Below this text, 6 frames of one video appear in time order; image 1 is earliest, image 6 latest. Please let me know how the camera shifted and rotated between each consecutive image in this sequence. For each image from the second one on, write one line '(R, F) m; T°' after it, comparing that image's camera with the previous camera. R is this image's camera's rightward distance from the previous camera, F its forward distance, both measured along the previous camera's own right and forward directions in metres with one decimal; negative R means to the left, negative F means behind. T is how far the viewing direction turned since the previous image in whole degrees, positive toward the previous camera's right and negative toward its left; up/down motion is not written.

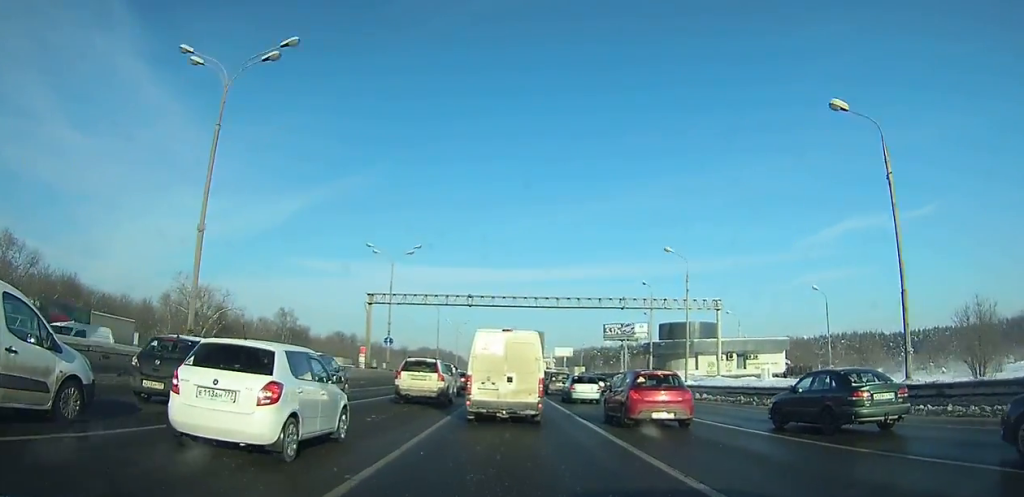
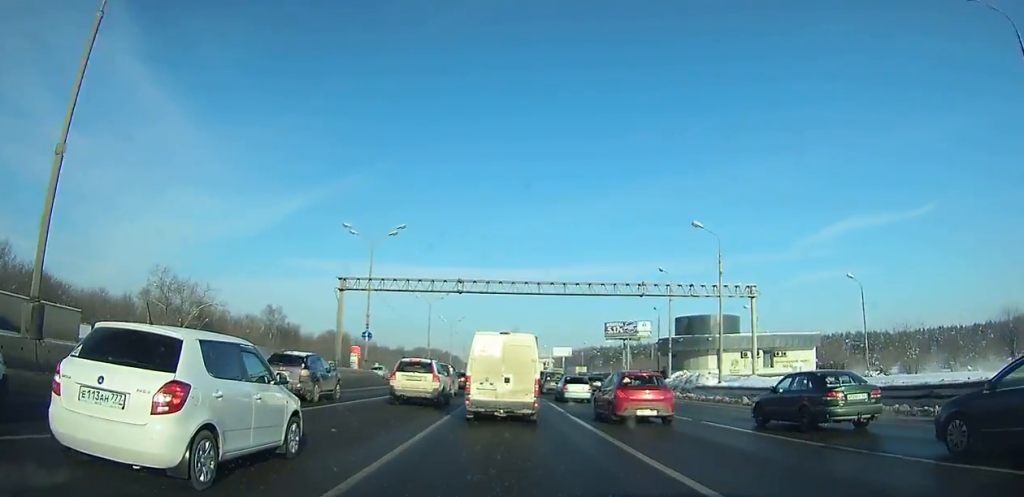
(0.0, +9.2) m; 0°
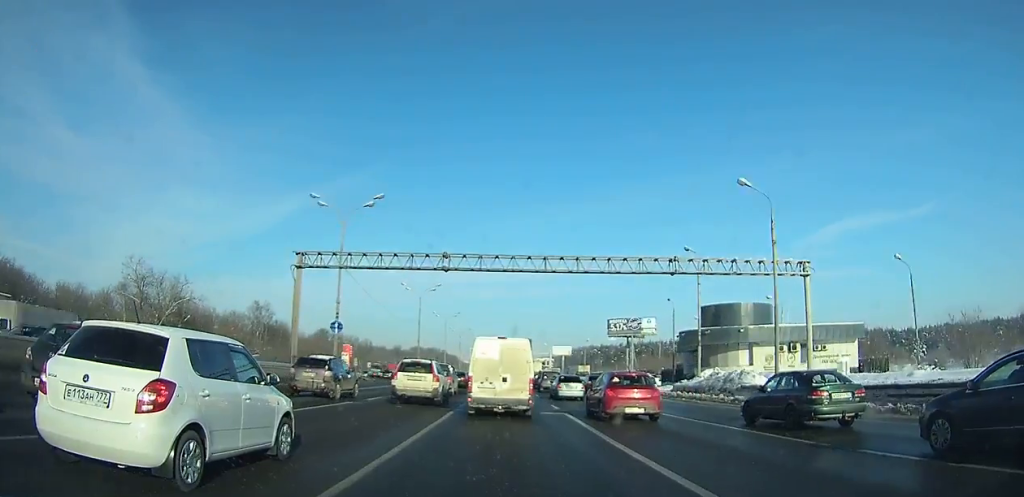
(0.0, +8.9) m; 0°
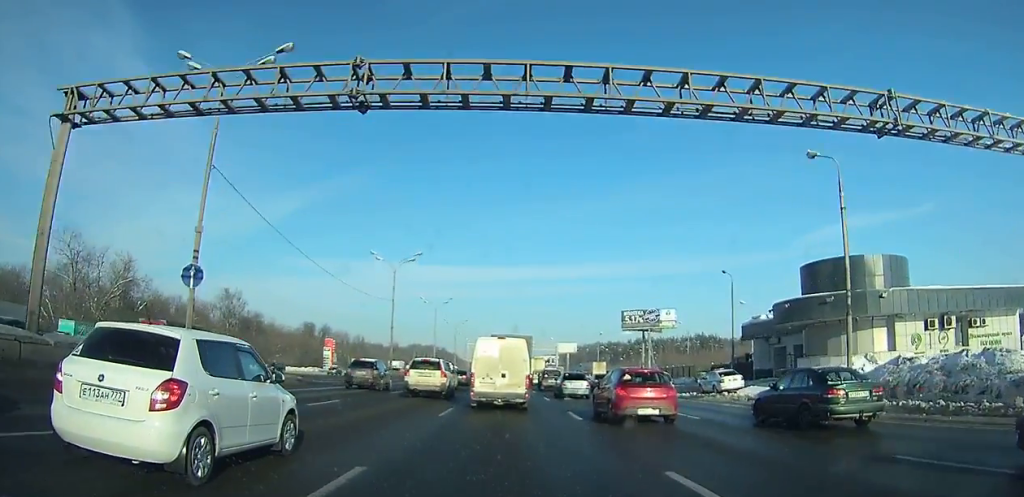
(0.0, +17.4) m; 0°
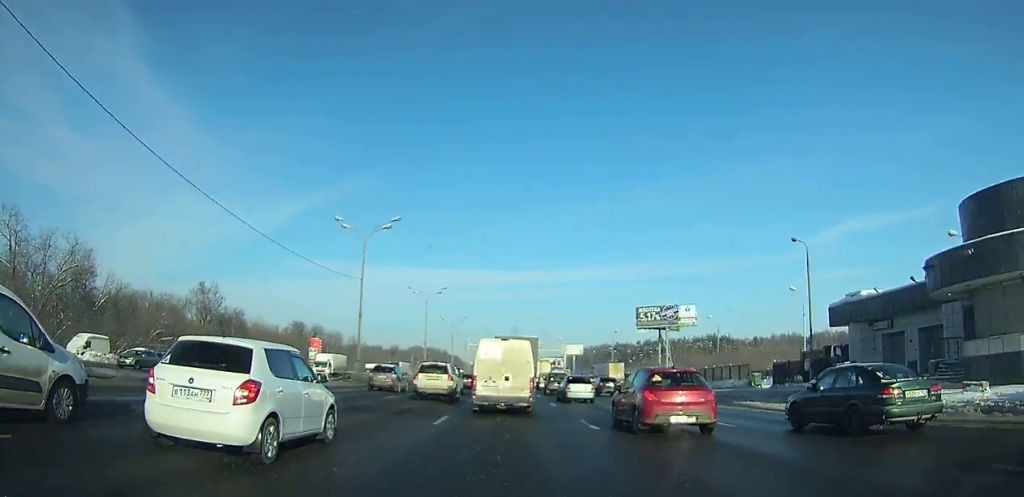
(0.0, +12.1) m; 0°
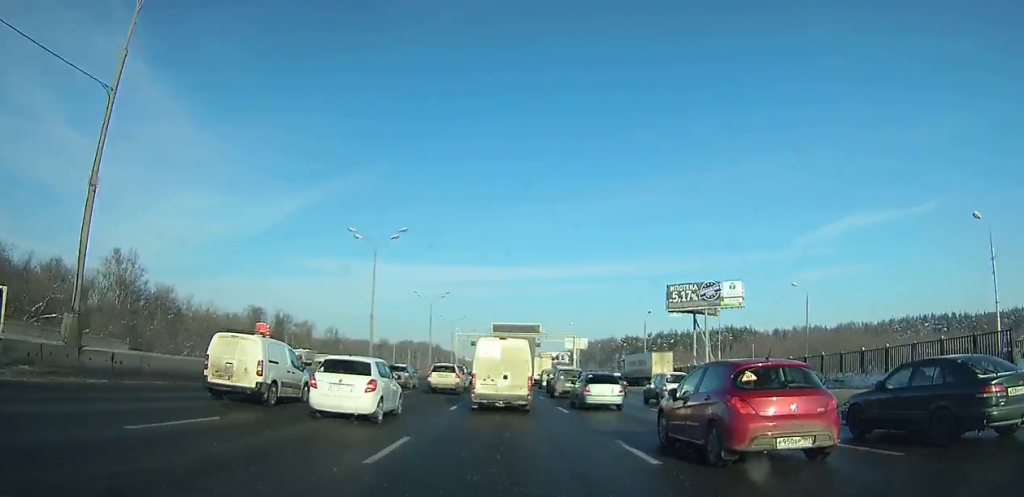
(0.0, +28.8) m; 0°
